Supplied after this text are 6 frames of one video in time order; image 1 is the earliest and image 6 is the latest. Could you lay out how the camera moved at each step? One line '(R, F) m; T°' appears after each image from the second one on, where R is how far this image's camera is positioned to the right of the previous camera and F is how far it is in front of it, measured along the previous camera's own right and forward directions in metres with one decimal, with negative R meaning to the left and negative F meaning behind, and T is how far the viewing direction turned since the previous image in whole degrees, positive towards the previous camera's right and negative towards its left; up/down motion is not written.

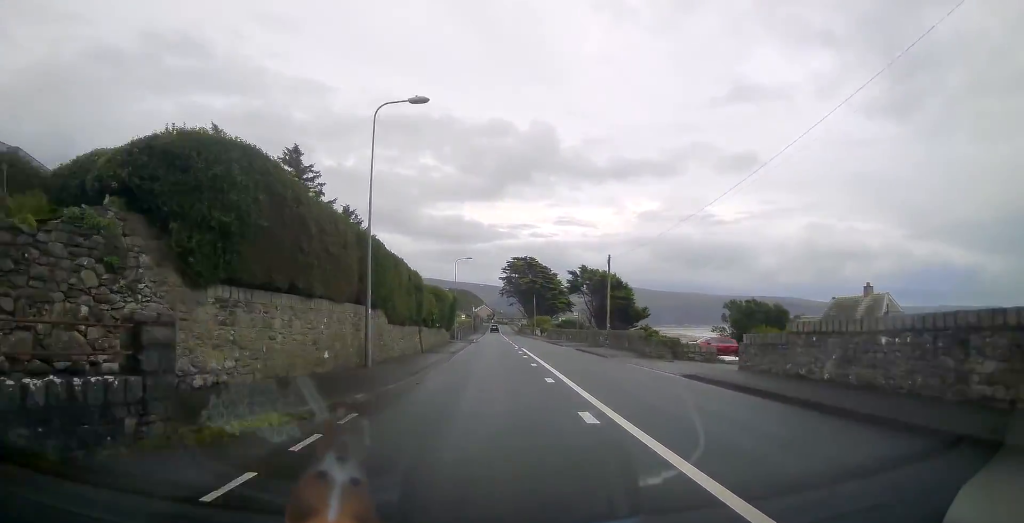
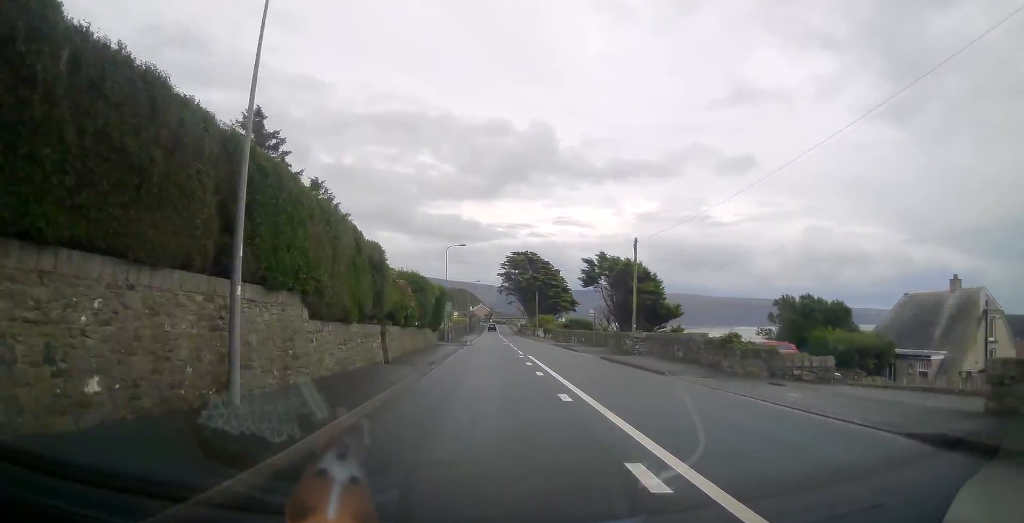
(+0.2, +9.5) m; +1°
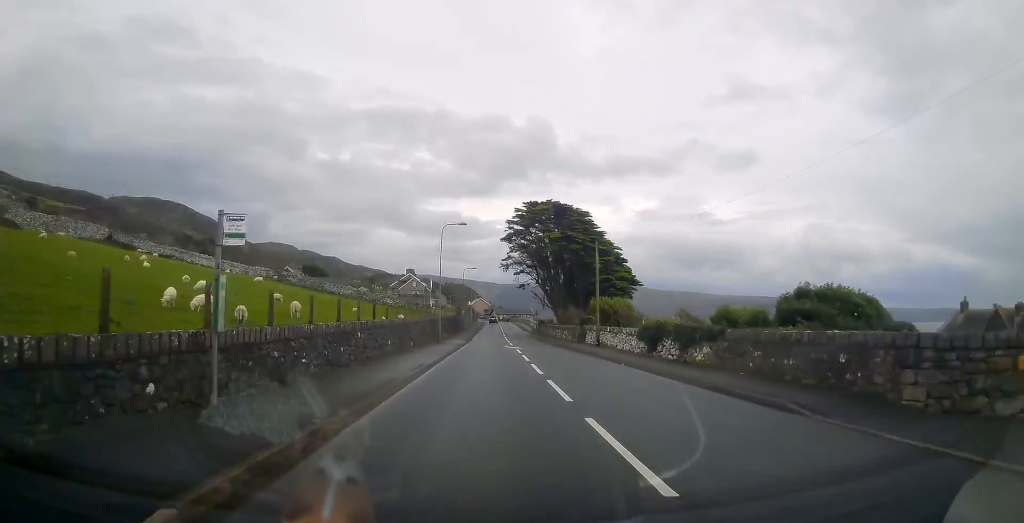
(0.0, +49.4) m; -1°
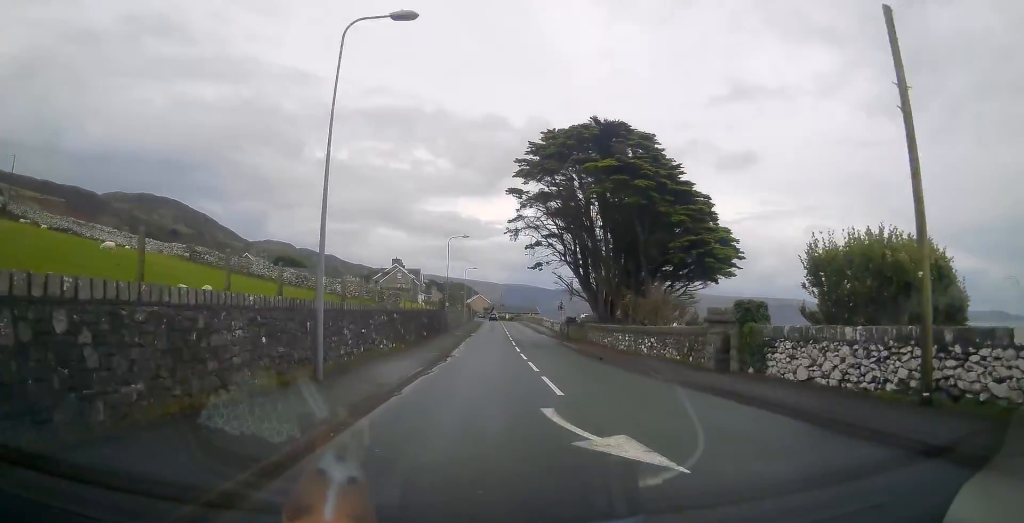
(-0.2, +29.0) m; 0°
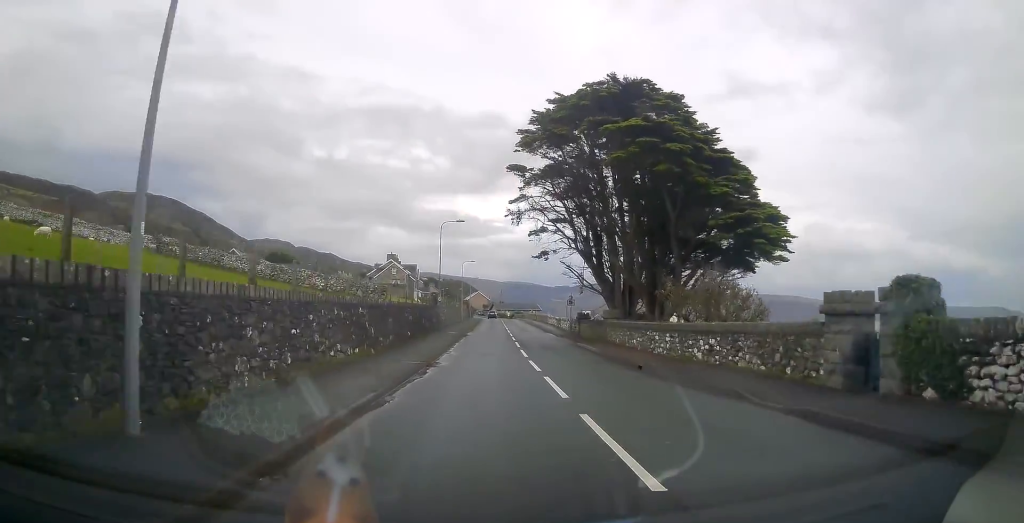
(+0.1, +7.0) m; 0°
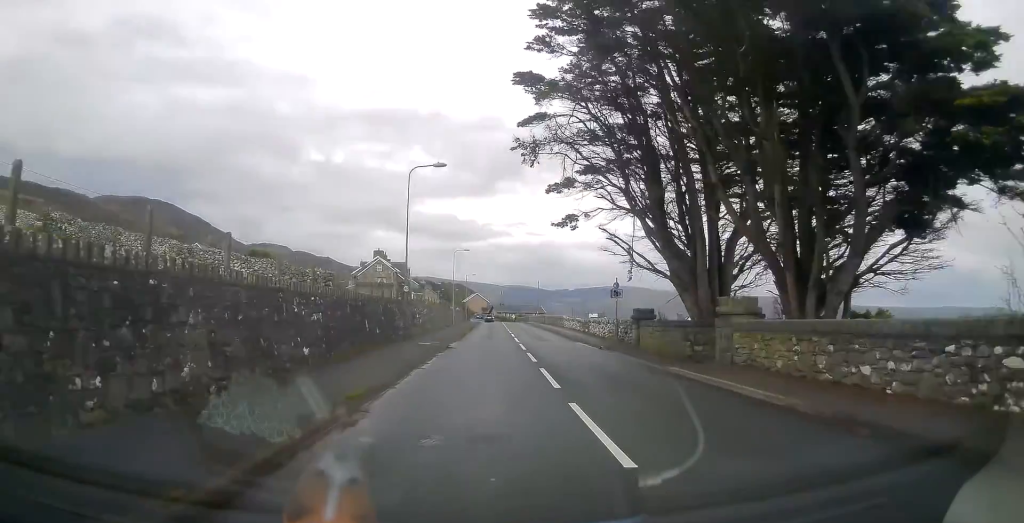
(+0.1, +17.2) m; 0°
